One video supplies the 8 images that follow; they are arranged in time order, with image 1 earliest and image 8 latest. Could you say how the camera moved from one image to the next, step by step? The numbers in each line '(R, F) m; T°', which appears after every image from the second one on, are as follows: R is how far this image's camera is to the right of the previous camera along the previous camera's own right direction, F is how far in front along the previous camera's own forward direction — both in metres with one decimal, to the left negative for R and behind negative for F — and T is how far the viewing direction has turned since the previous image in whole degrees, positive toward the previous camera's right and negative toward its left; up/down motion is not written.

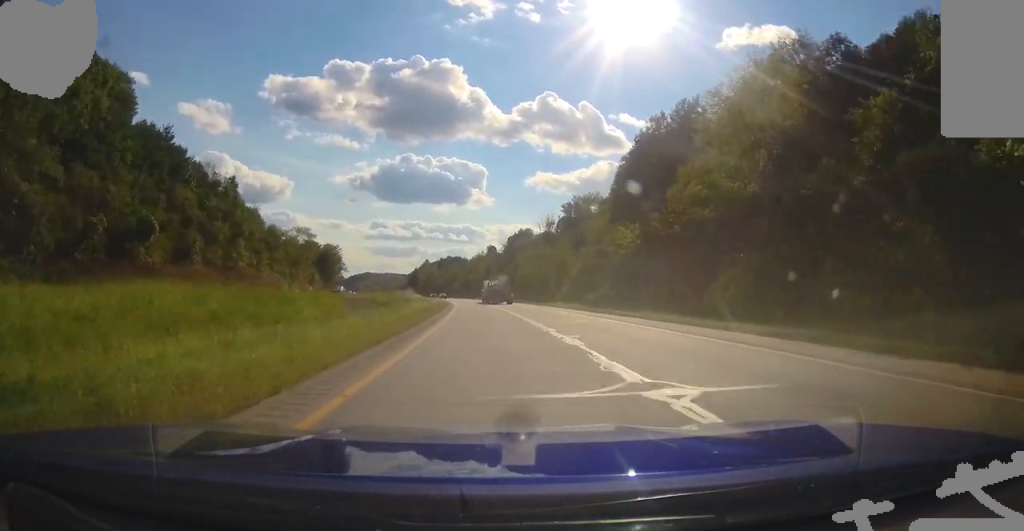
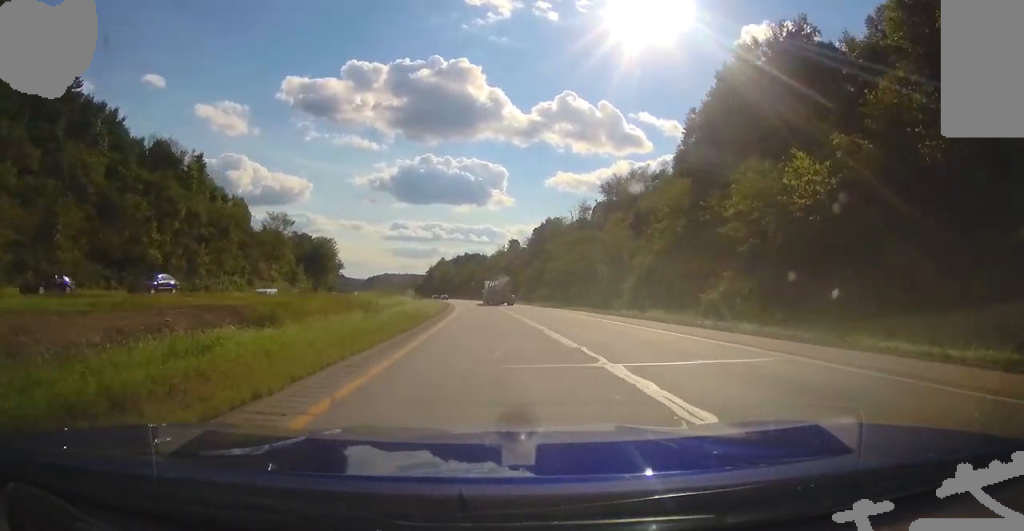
(-0.1, +31.6) m; -5°
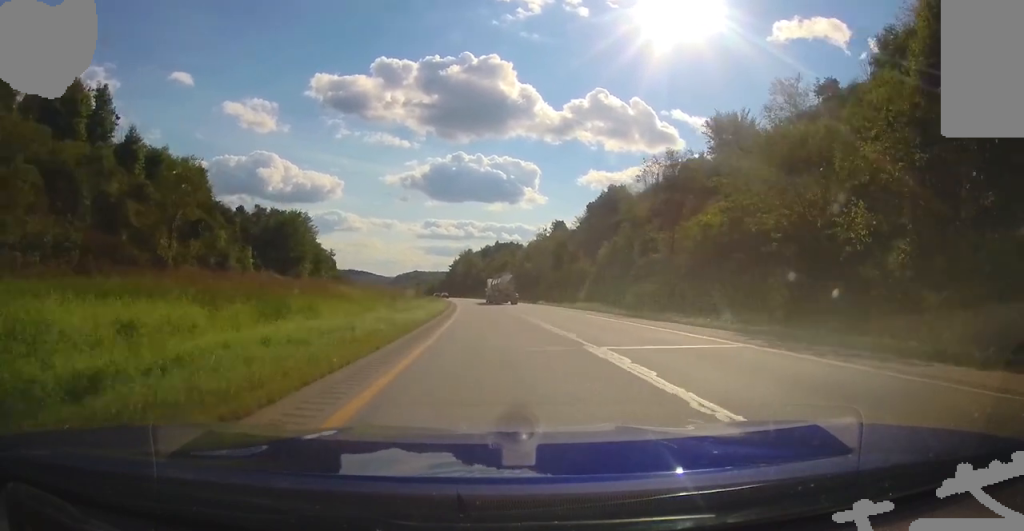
(-4.3, +51.4) m; -5°
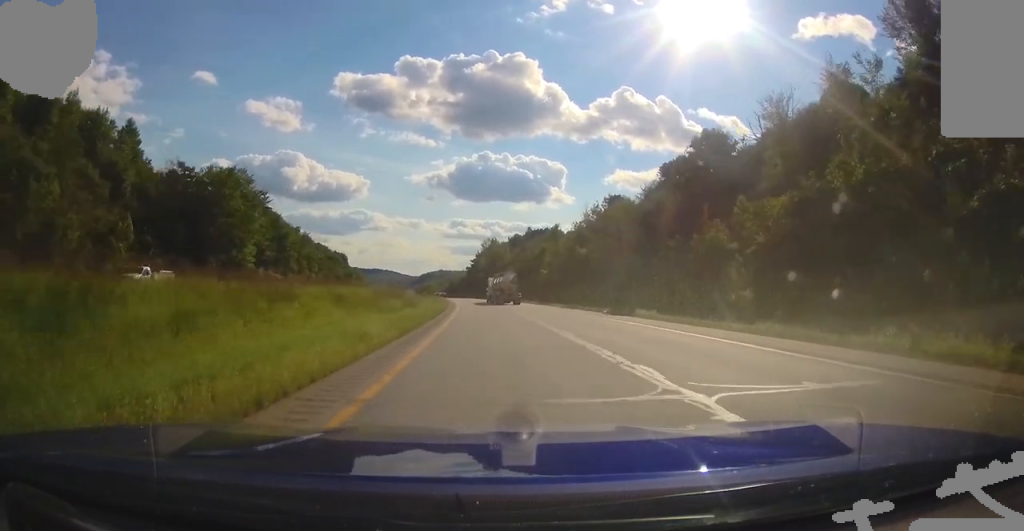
(0.0, +43.9) m; 0°
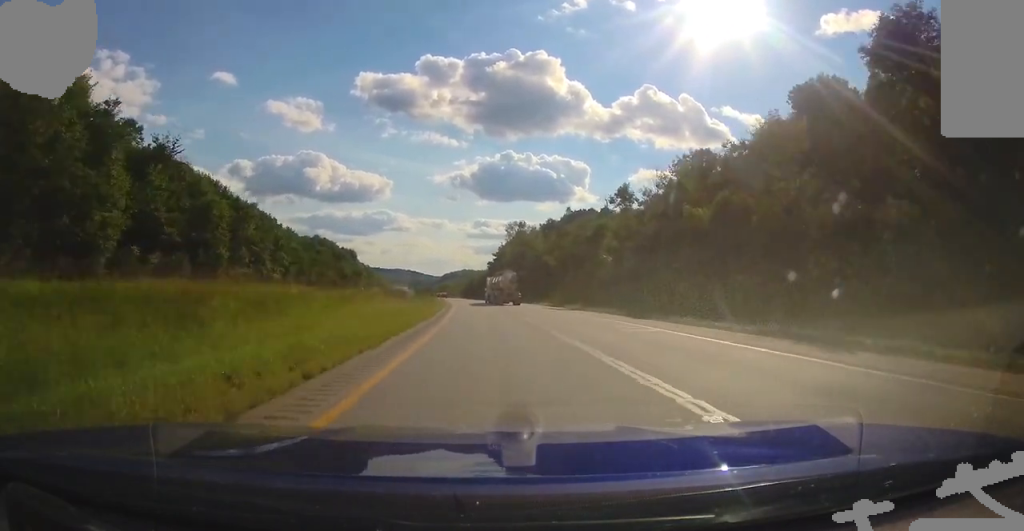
(0.0, +40.9) m; 0°
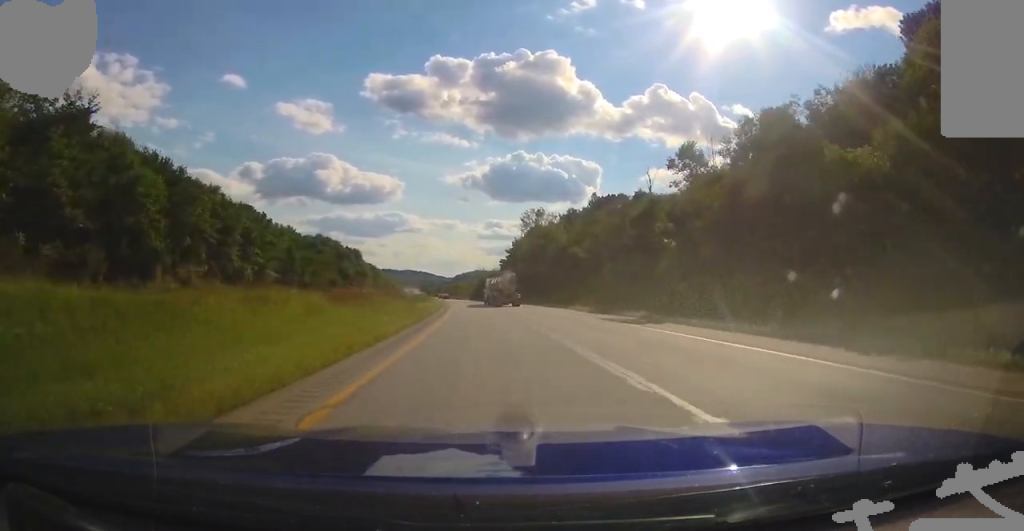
(0.0, +20.0) m; 0°
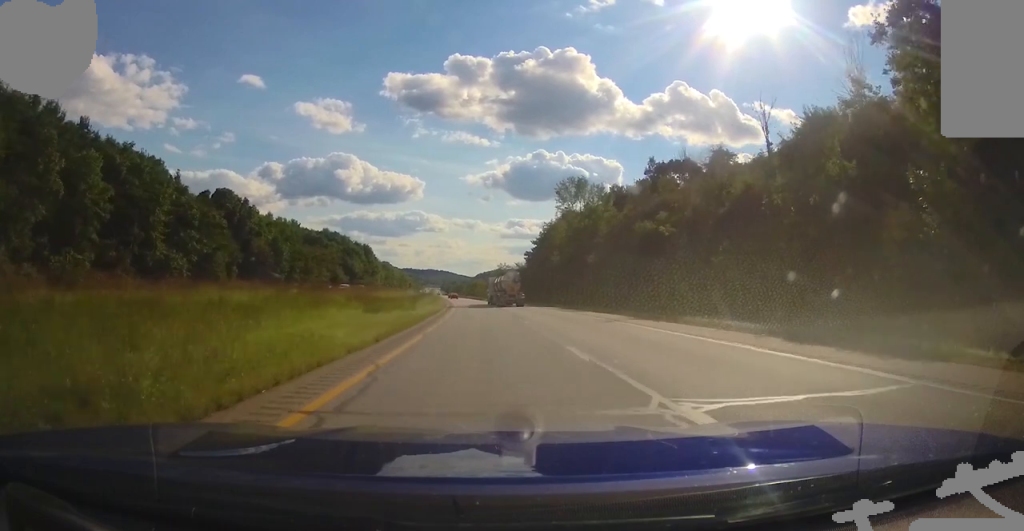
(0.0, +28.9) m; 0°
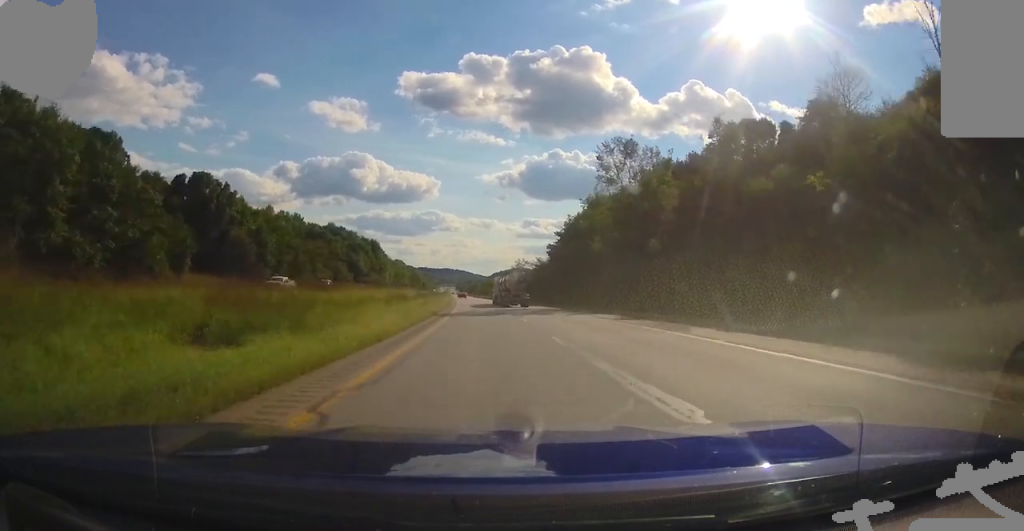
(0.0, +21.1) m; -1°
